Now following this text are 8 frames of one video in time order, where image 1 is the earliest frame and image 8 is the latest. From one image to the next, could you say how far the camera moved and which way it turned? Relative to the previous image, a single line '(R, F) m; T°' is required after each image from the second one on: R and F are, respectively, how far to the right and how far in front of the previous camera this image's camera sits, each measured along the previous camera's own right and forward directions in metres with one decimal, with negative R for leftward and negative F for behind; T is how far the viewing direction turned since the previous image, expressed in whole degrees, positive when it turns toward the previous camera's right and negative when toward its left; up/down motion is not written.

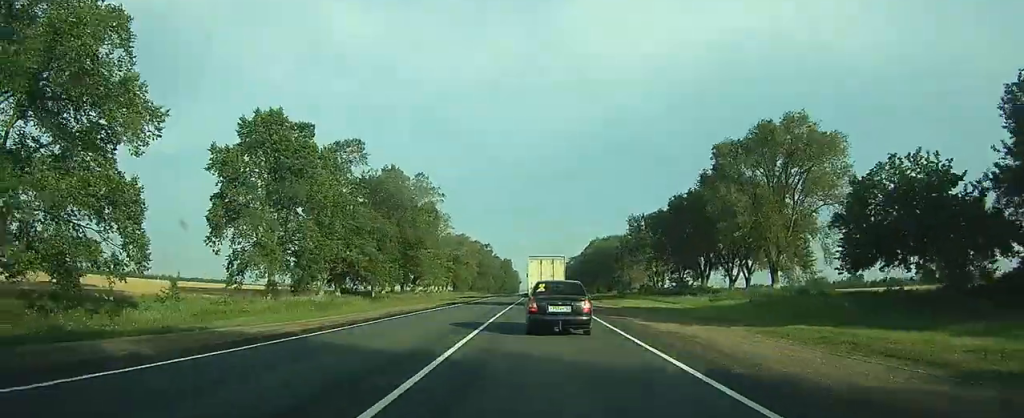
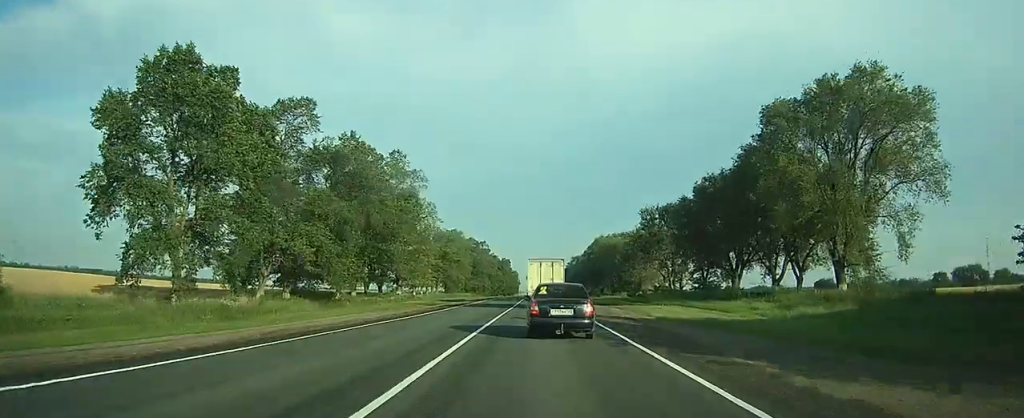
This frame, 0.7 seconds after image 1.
(0.0, +14.6) m; 0°
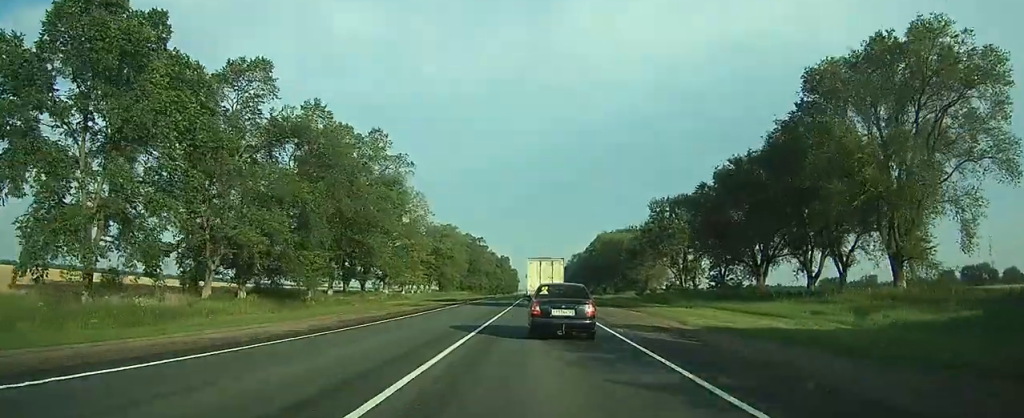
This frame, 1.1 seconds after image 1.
(0.0, +8.5) m; 0°
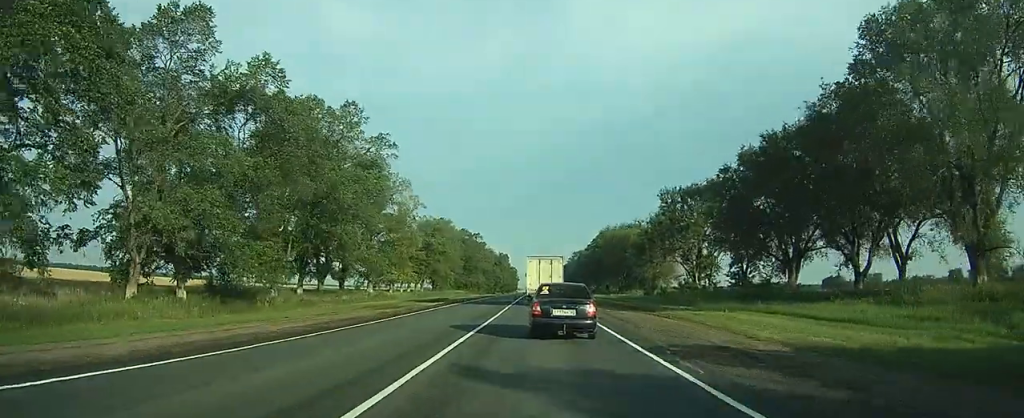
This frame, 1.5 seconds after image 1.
(0.0, +8.5) m; 0°
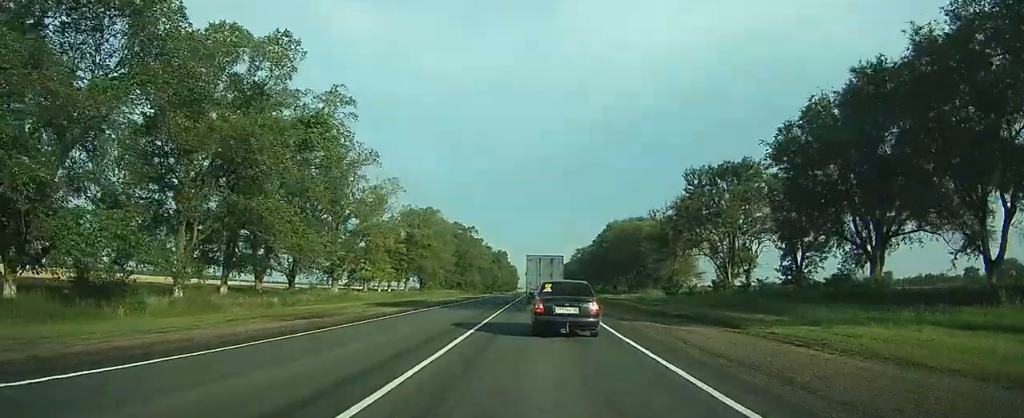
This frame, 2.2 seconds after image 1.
(0.0, +14.6) m; 0°
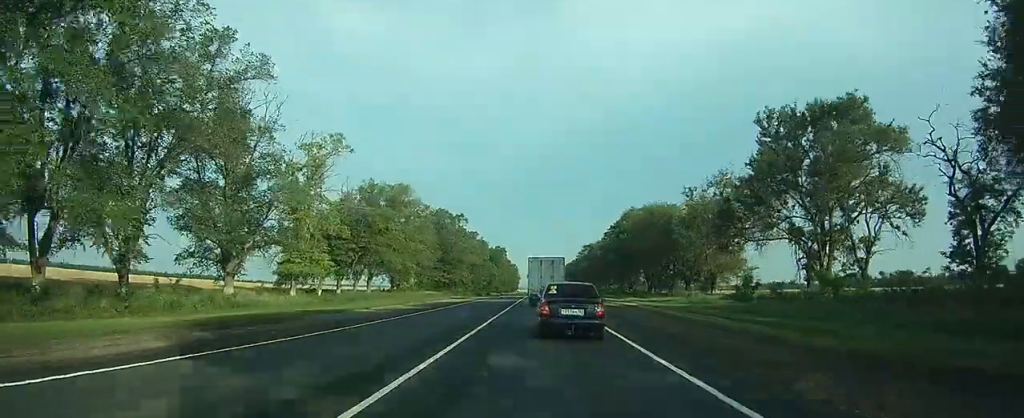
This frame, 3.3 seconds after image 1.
(0.0, +23.9) m; 0°
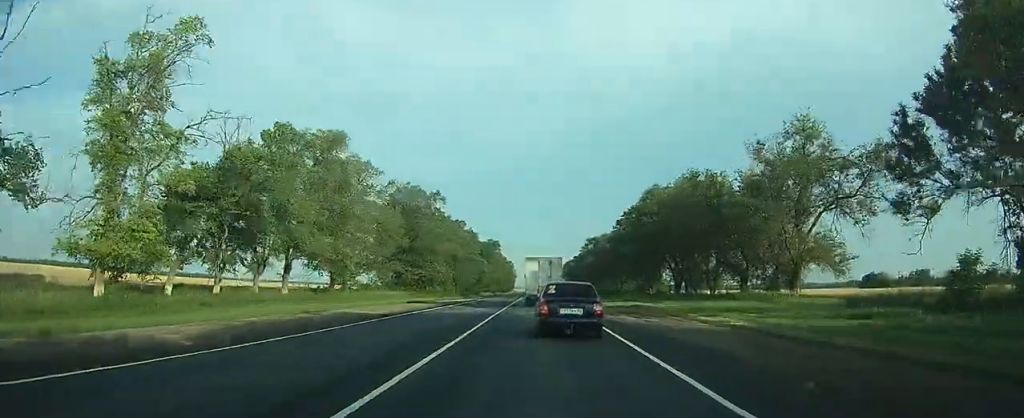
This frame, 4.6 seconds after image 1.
(0.0, +25.4) m; 0°
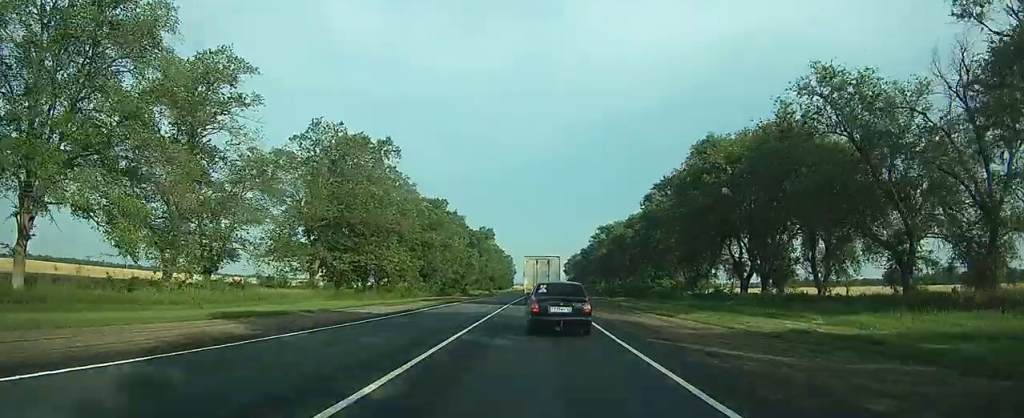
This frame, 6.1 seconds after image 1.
(0.0, +29.6) m; 0°
